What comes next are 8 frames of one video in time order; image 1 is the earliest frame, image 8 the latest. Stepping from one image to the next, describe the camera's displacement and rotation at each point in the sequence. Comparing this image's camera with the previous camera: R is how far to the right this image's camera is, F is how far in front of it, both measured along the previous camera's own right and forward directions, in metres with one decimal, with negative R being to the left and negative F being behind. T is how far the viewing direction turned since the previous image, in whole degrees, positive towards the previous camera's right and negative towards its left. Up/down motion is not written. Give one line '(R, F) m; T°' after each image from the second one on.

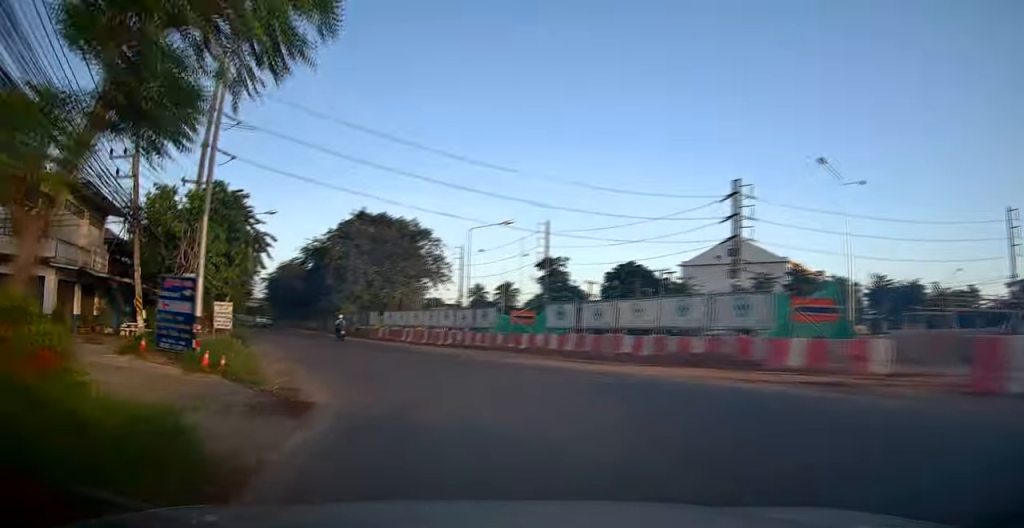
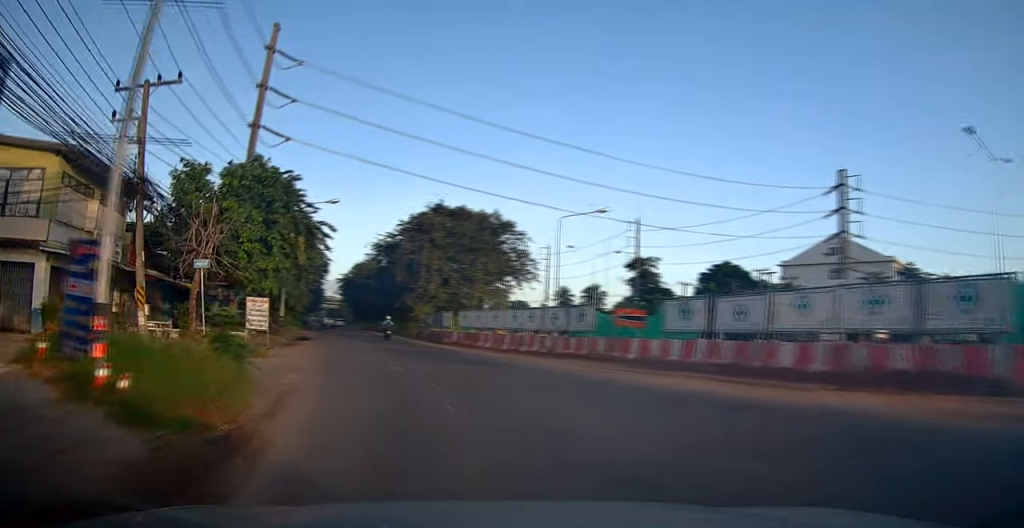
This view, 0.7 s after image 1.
(-0.2, +5.3) m; -6°
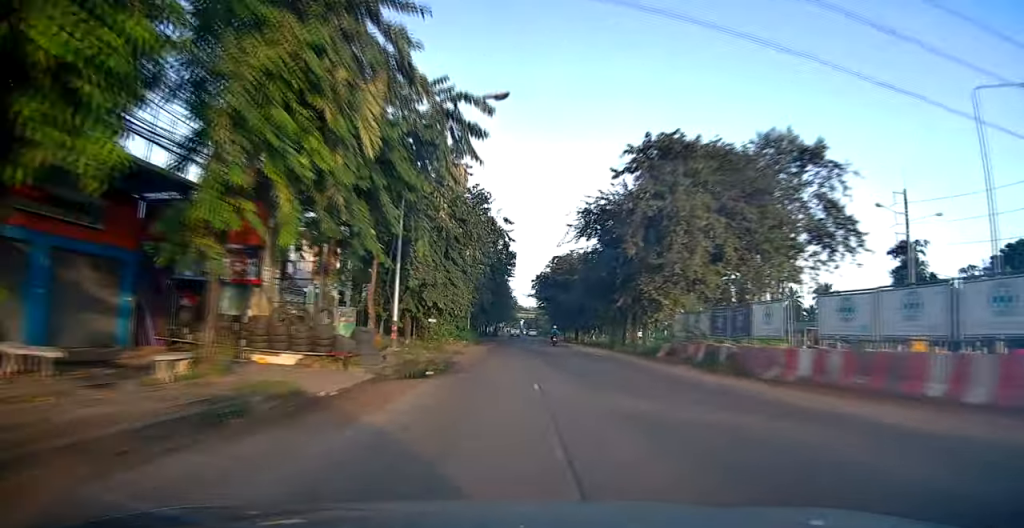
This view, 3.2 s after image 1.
(-4.4, +20.2) m; -21°
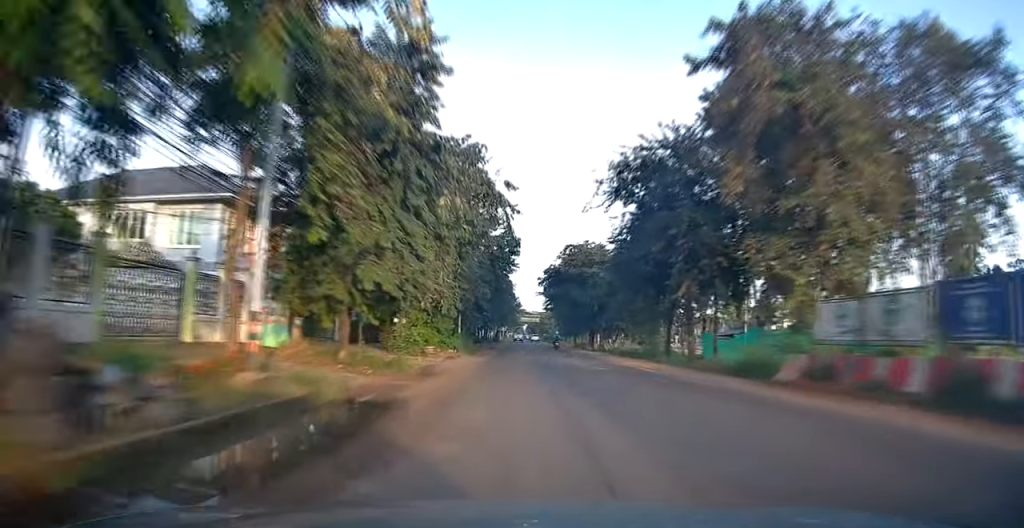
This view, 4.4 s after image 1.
(-0.1, +10.8) m; 0°
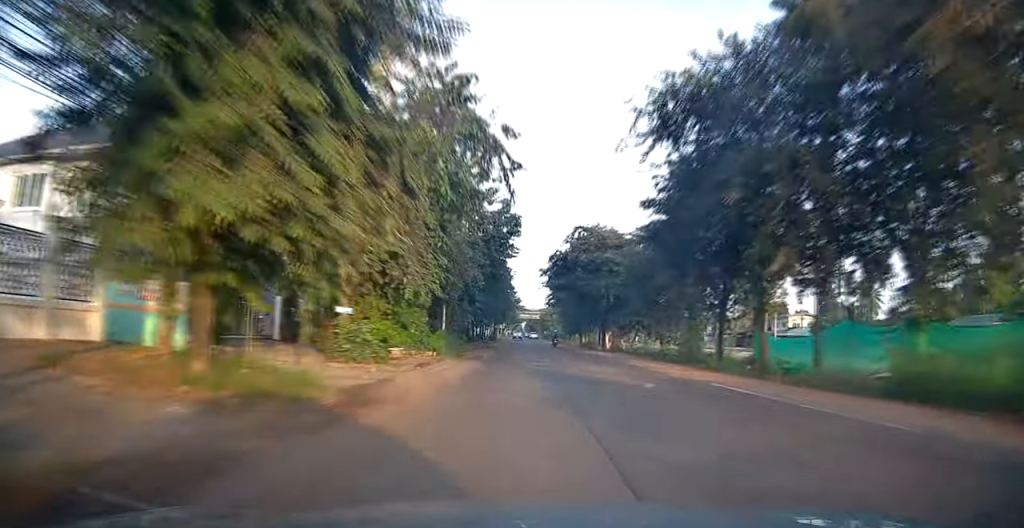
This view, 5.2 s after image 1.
(+0.2, +7.7) m; -1°
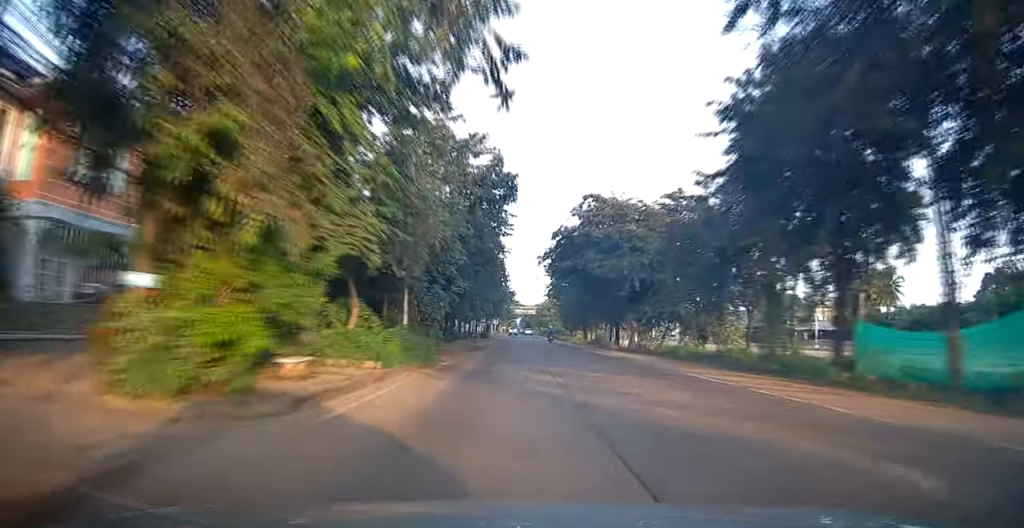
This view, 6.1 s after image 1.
(-0.4, +8.8) m; +1°
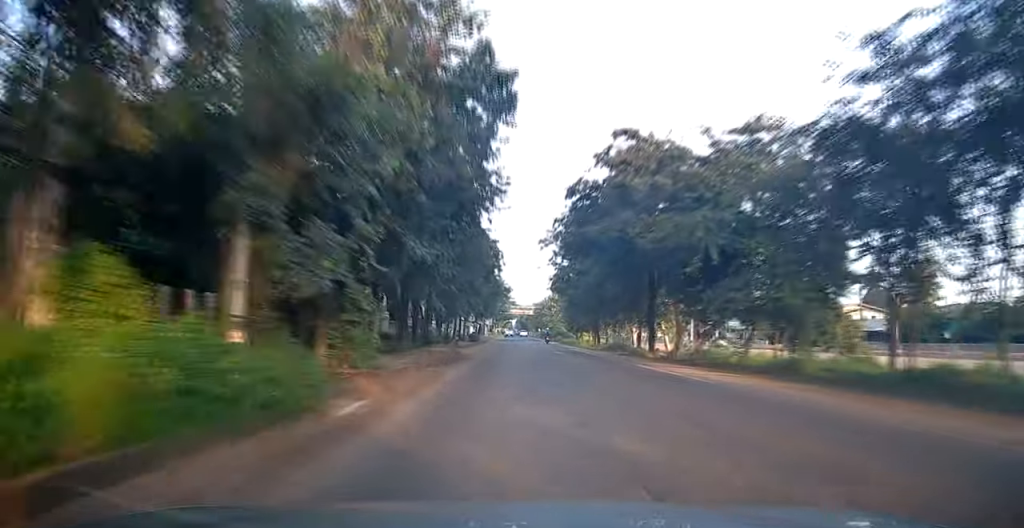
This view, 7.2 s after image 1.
(+0.6, +11.5) m; +2°
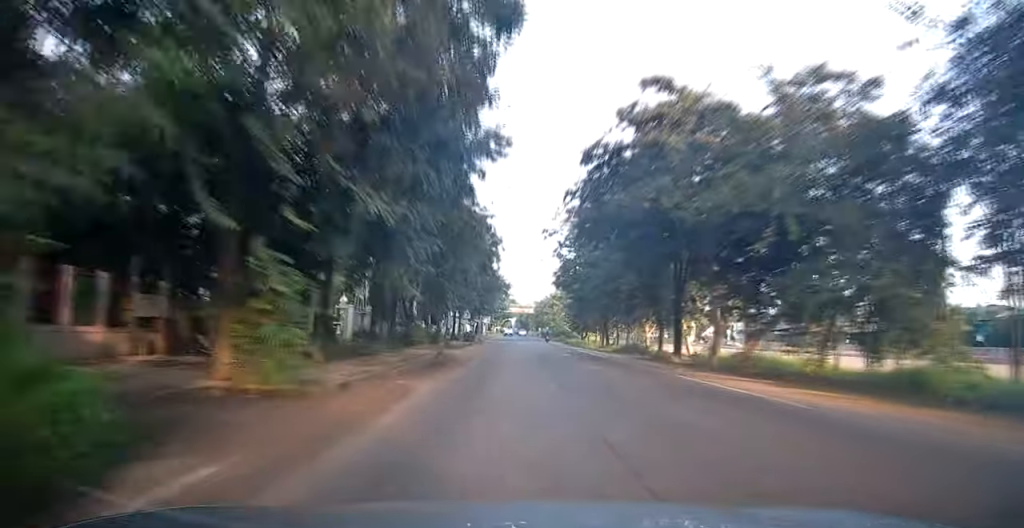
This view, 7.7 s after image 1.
(-0.2, +5.2) m; -1°
